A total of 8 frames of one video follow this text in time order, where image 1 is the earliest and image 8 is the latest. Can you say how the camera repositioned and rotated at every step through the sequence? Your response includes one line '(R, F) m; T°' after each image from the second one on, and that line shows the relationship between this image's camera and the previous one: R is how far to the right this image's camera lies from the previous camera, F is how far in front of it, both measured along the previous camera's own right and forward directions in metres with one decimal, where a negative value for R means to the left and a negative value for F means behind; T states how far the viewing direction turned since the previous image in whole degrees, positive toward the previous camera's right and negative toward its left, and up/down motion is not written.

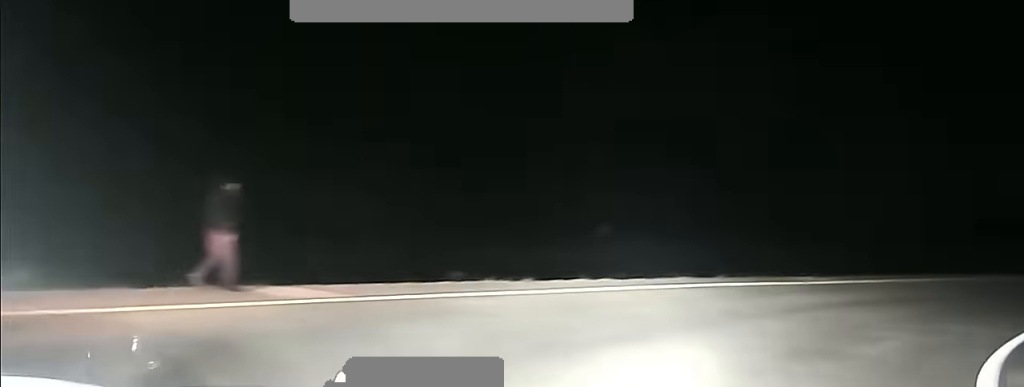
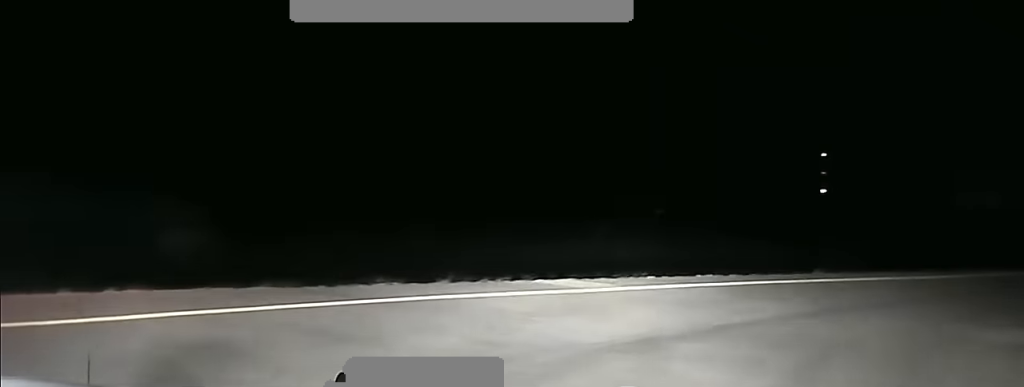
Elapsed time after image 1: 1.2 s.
(+1.5, +7.3) m; +17°
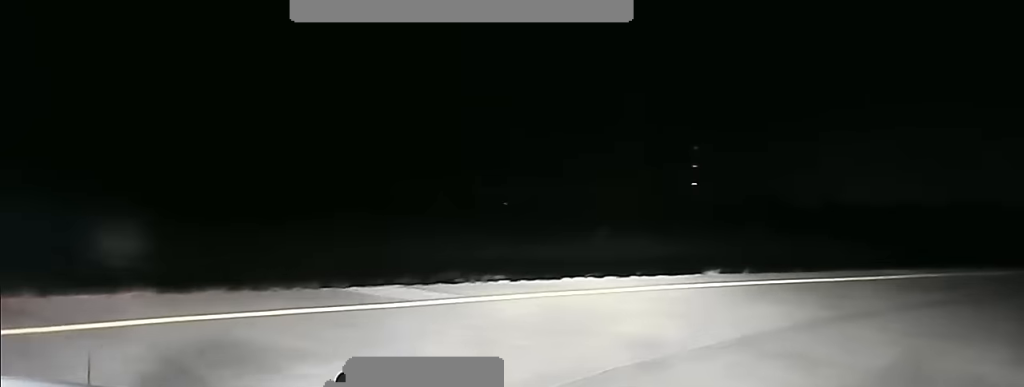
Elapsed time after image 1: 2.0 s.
(+0.3, +4.7) m; +3°
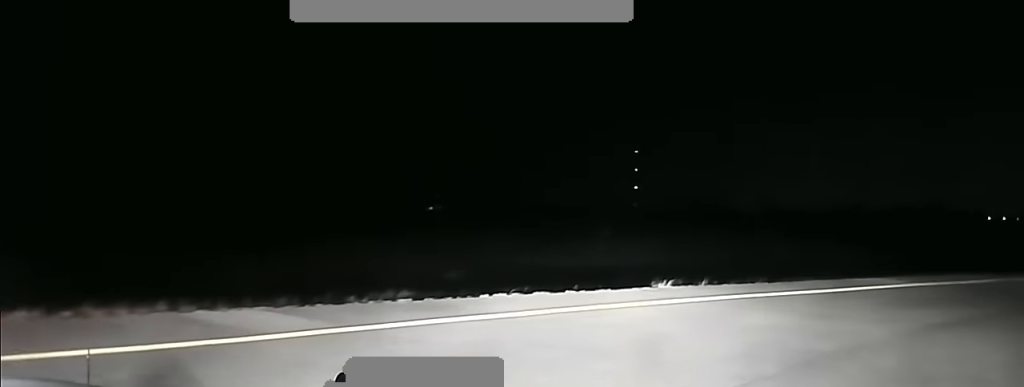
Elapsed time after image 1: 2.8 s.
(0.0, +2.9) m; +1°
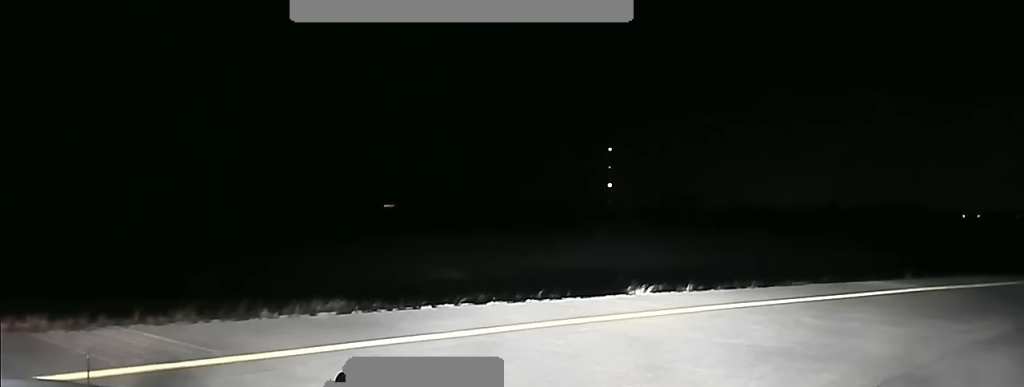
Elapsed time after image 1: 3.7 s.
(+0.1, +2.2) m; +8°
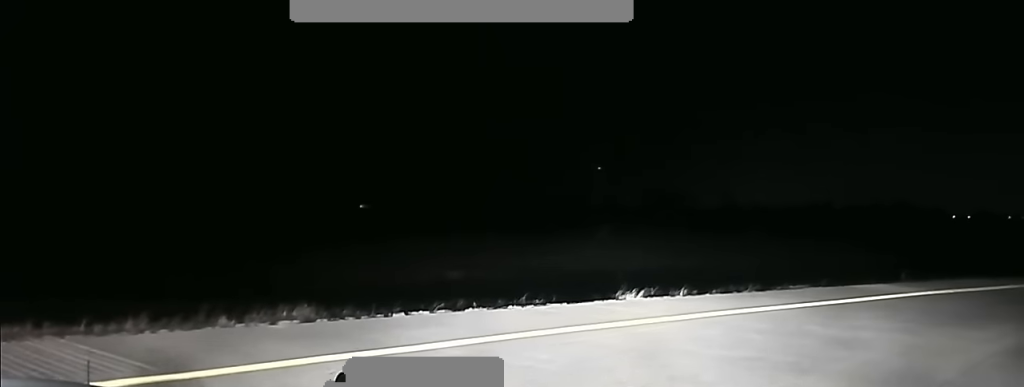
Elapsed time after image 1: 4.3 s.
(+0.1, +1.2) m; +8°
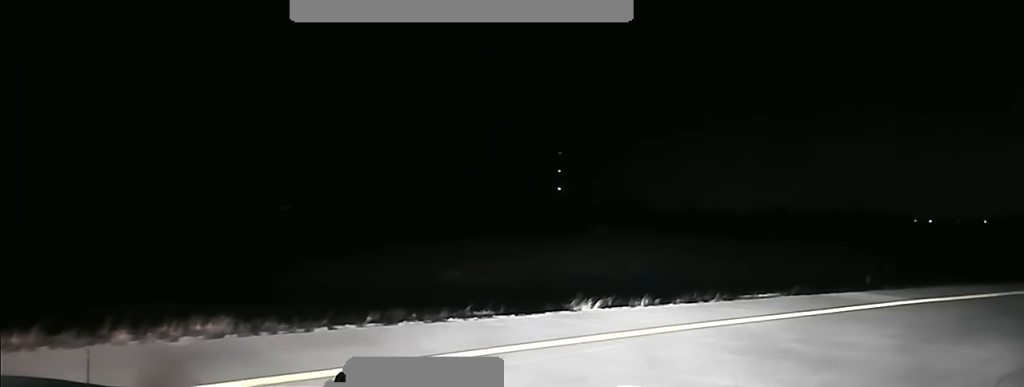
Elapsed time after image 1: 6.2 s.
(+0.3, +2.7) m; -3°
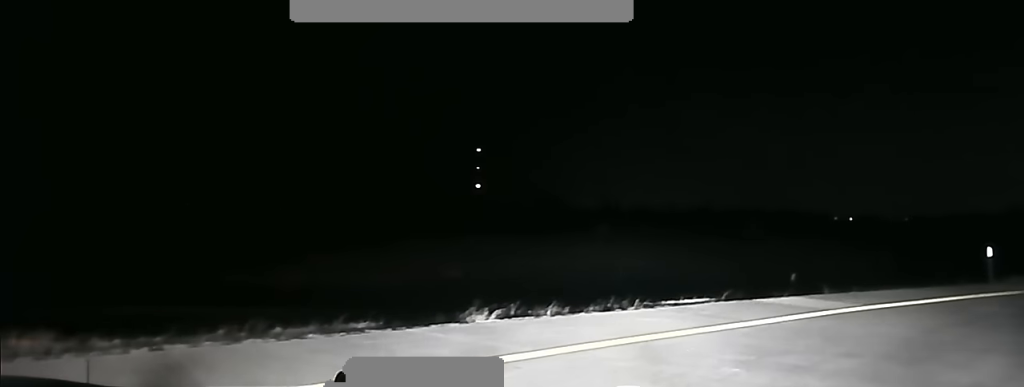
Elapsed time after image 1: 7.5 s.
(0.0, +2.6) m; +8°
